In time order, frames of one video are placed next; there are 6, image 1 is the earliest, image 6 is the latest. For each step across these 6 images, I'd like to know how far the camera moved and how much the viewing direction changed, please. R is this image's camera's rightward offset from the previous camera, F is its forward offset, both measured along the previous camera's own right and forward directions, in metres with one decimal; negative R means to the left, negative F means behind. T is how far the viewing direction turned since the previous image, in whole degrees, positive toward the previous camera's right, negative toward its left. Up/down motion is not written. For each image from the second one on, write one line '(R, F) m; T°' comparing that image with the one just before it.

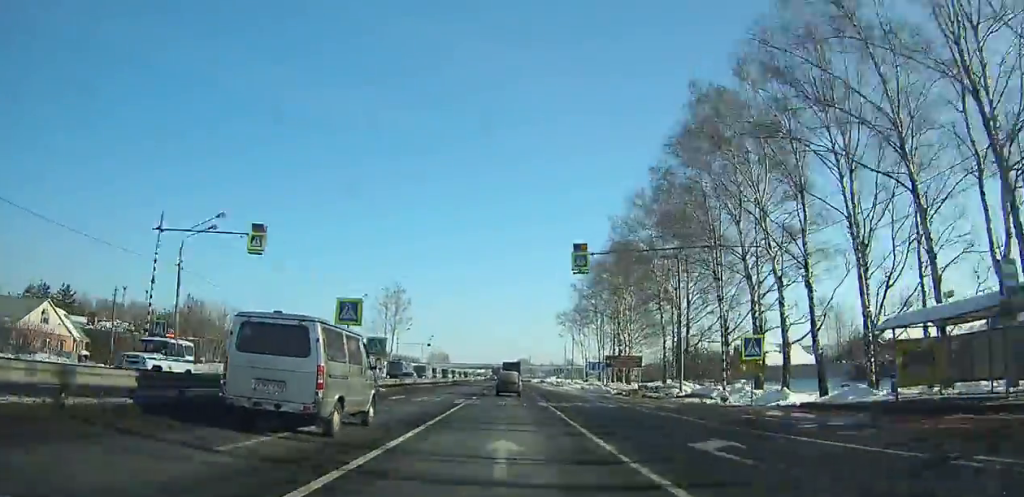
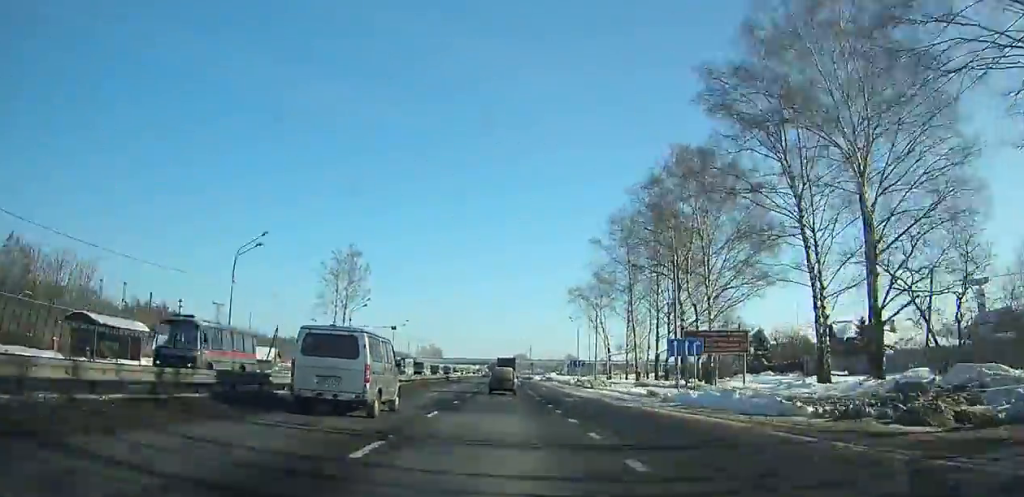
(+0.1, +29.5) m; 0°
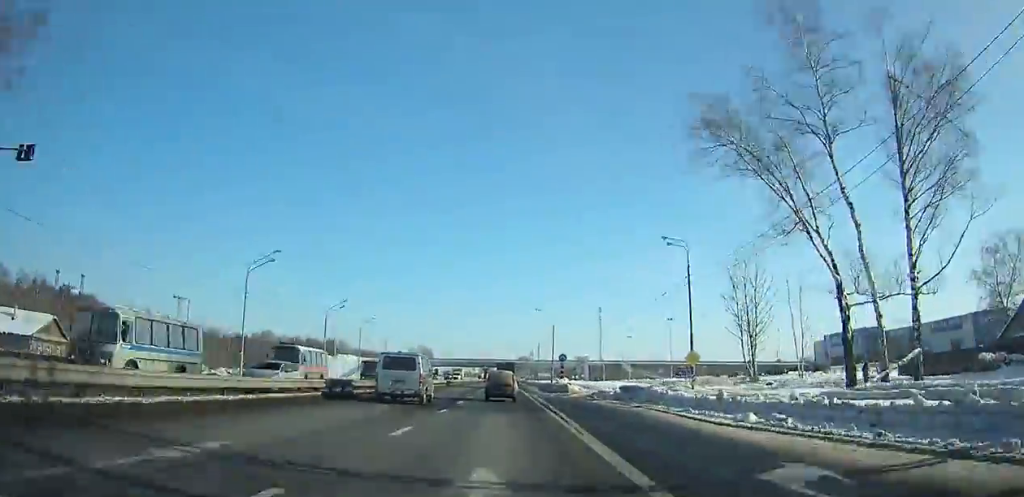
(+0.3, +62.5) m; 0°
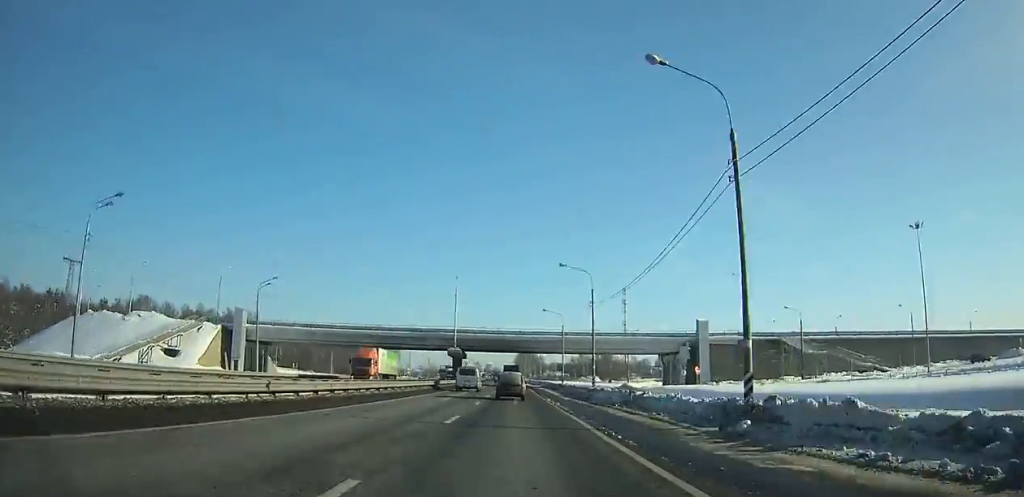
(-0.4, +127.6) m; 0°
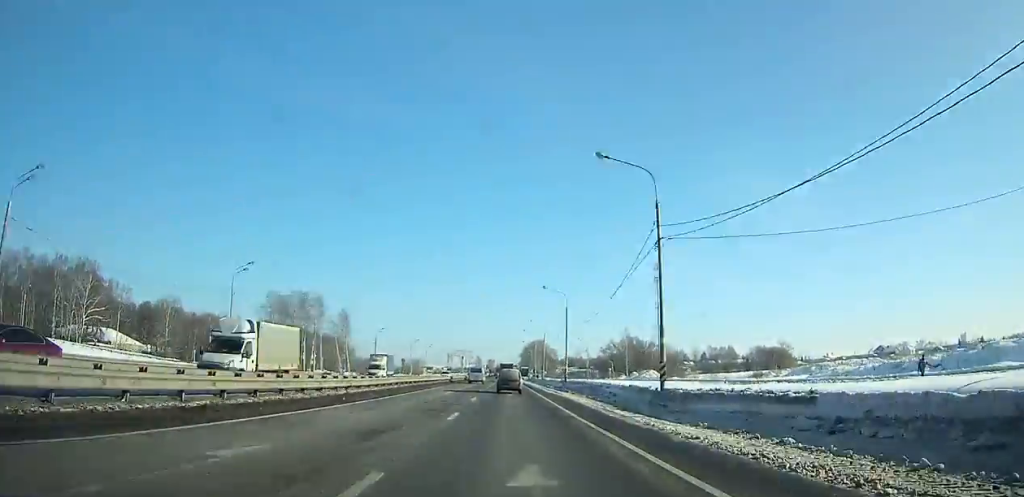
(-0.4, +96.3) m; -1°
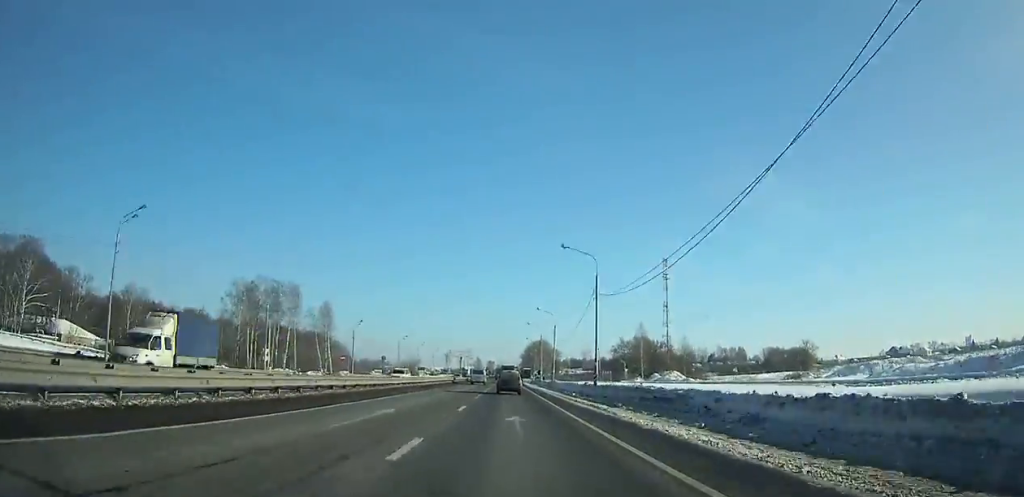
(-0.1, +20.2) m; 0°
